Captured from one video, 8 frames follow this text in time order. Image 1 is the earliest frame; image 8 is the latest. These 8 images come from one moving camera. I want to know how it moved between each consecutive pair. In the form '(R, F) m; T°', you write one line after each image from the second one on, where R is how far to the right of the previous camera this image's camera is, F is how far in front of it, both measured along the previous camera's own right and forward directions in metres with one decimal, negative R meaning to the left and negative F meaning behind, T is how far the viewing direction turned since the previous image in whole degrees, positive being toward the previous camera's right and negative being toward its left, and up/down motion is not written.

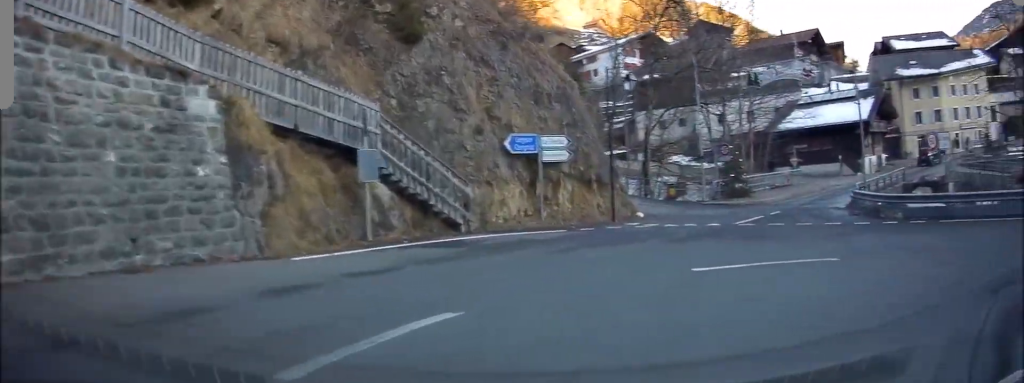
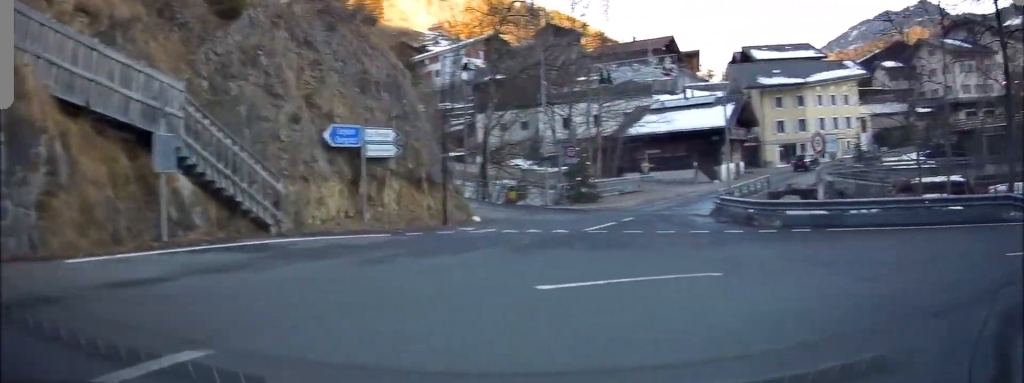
(-0.3, +2.0) m; +13°
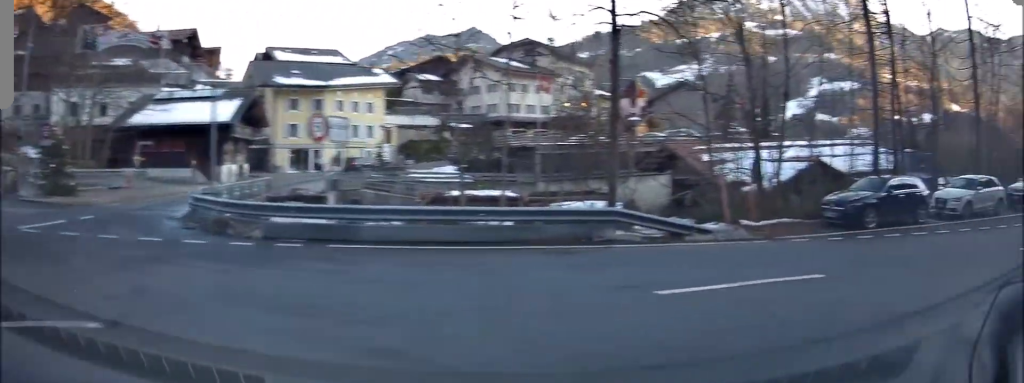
(+1.5, +3.1) m; +44°
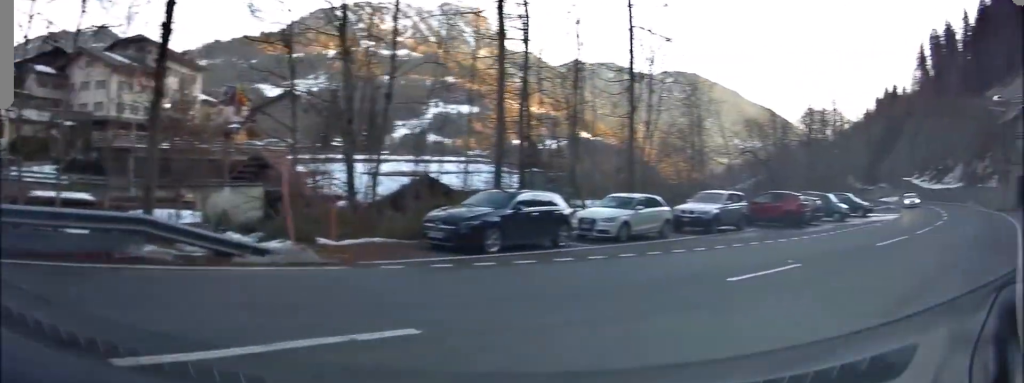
(+0.8, +3.0) m; +23°
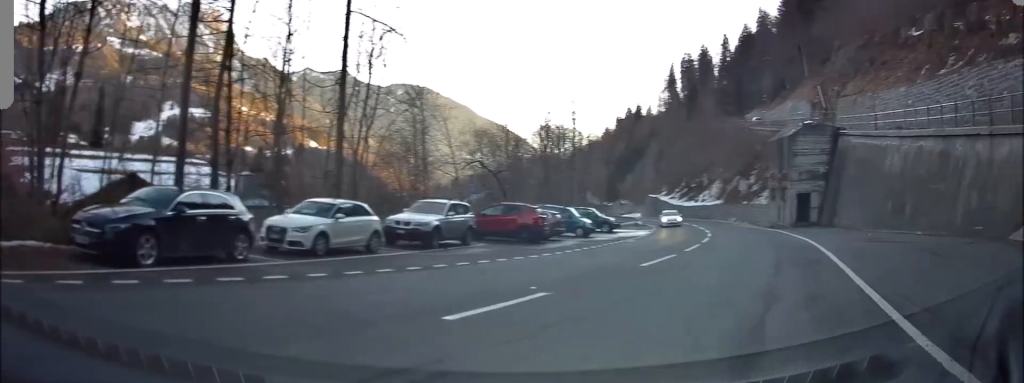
(0.0, +2.6) m; +15°
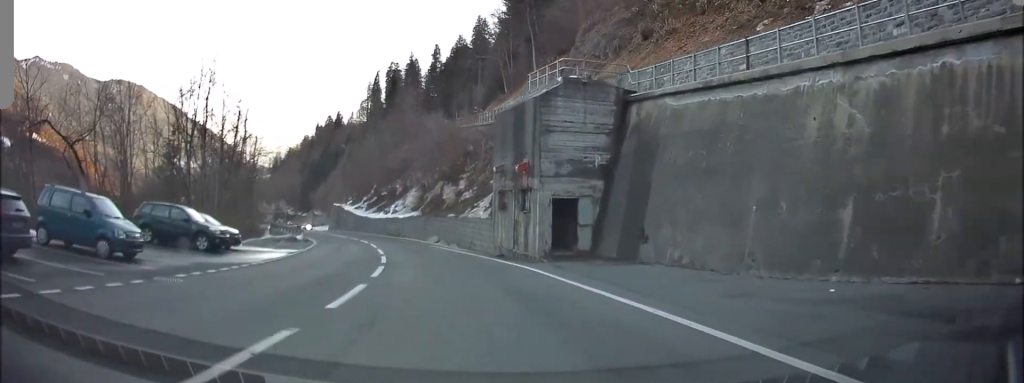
(+10.3, +10.5) m; +52°
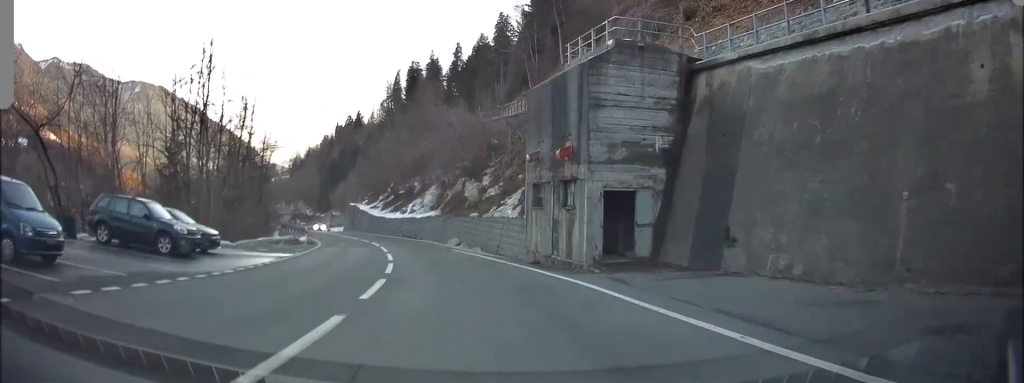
(-0.1, +5.1) m; 0°
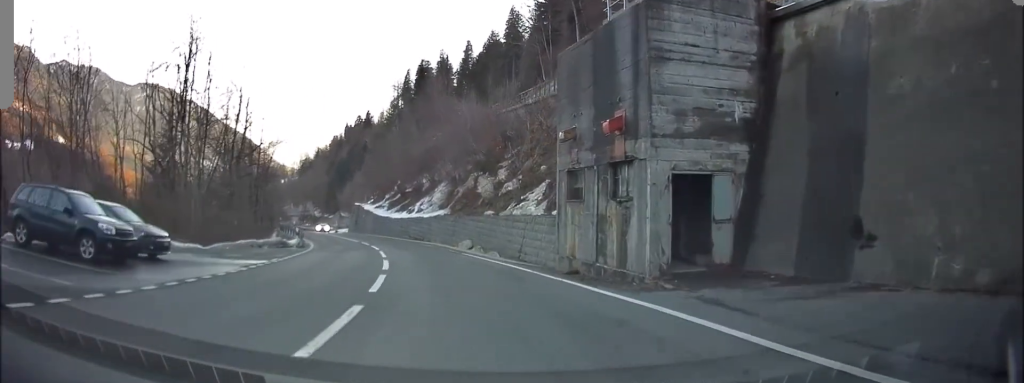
(+0.1, +5.5) m; 0°
